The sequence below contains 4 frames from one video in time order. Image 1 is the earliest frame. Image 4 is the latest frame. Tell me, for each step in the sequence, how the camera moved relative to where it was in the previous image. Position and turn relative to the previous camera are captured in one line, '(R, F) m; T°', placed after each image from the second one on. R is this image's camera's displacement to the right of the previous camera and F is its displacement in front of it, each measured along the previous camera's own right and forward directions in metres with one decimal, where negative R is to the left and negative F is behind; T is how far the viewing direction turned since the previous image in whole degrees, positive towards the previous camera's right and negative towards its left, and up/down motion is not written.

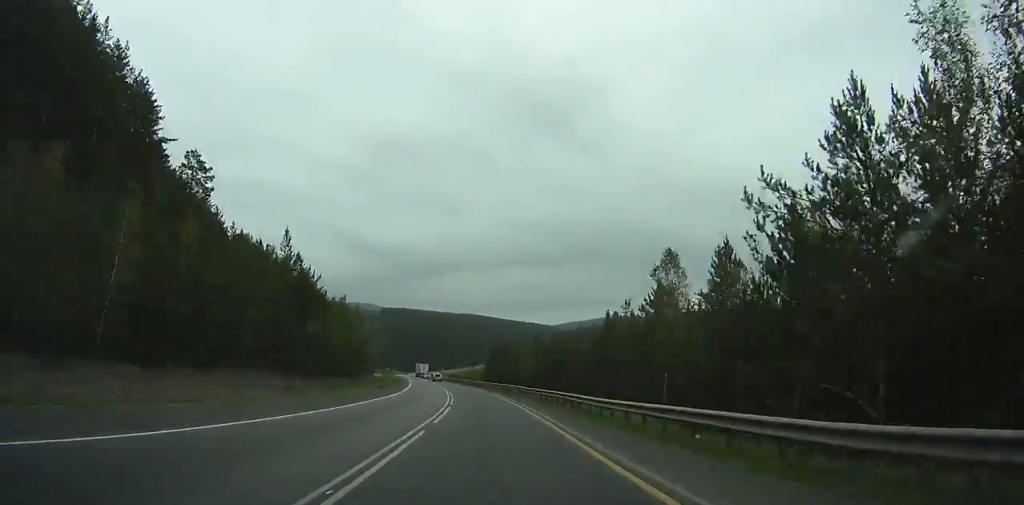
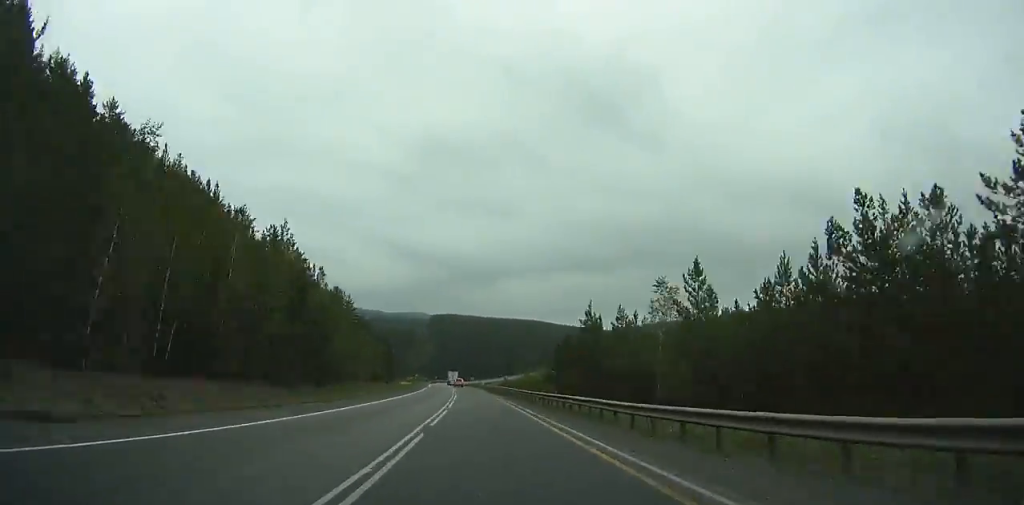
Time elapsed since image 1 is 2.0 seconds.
(-2.8, +48.2) m; -6°
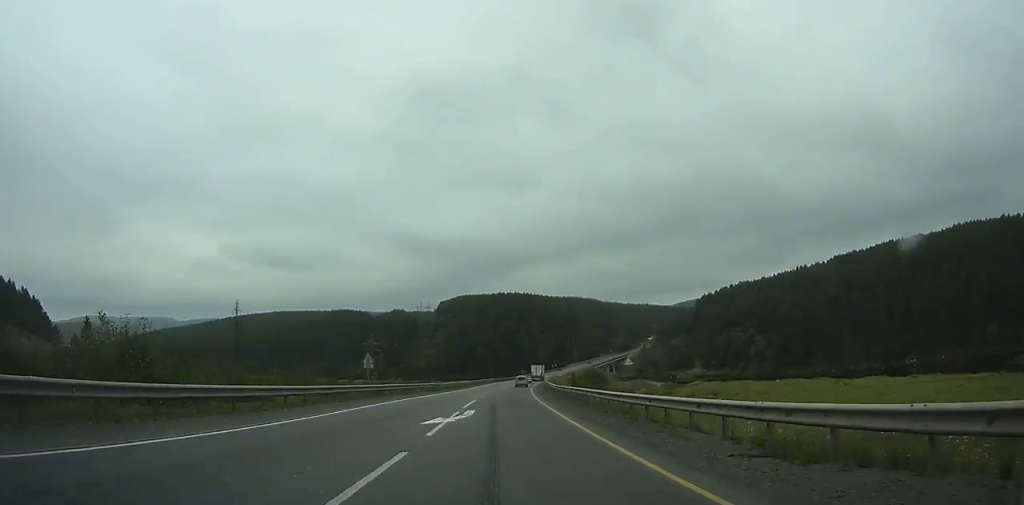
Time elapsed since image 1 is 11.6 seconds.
(-30.8, +223.5) m; -7°
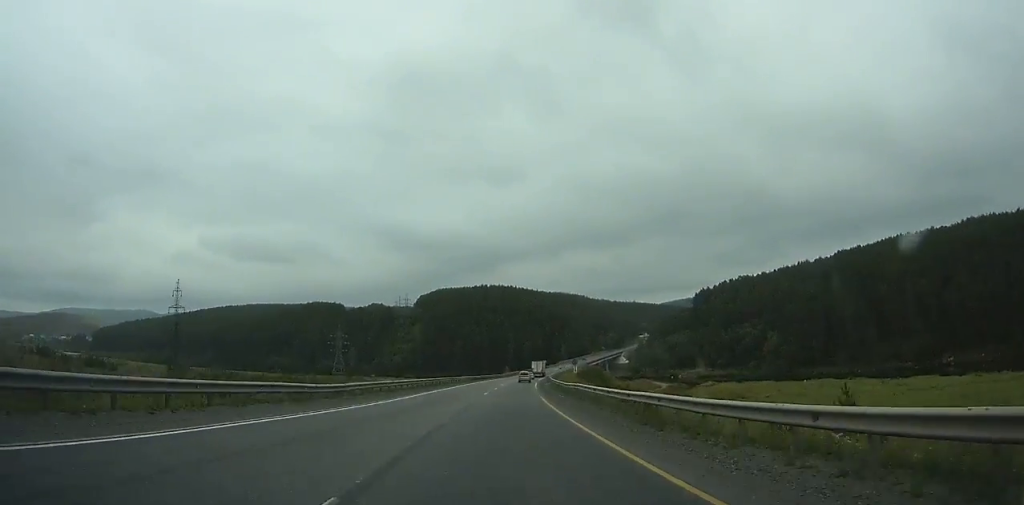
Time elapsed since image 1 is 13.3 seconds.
(+0.3, +38.5) m; +2°
